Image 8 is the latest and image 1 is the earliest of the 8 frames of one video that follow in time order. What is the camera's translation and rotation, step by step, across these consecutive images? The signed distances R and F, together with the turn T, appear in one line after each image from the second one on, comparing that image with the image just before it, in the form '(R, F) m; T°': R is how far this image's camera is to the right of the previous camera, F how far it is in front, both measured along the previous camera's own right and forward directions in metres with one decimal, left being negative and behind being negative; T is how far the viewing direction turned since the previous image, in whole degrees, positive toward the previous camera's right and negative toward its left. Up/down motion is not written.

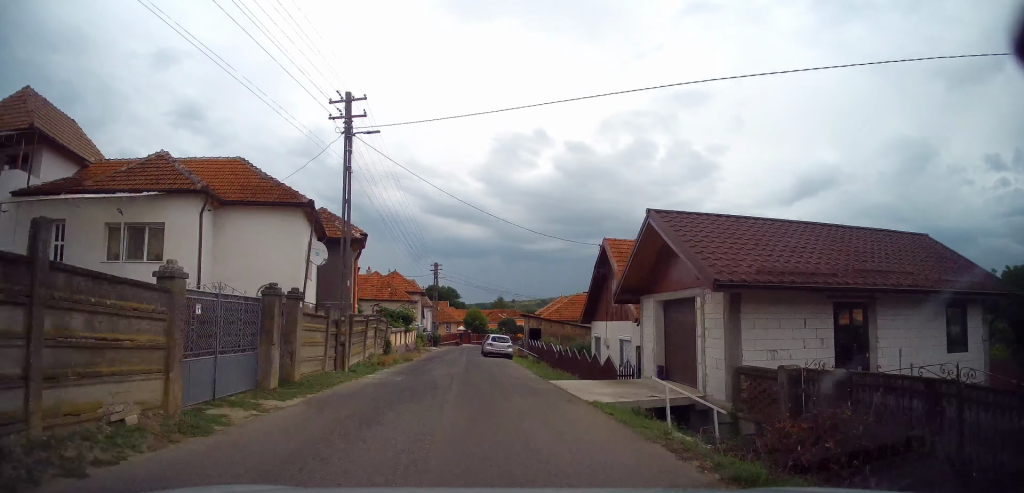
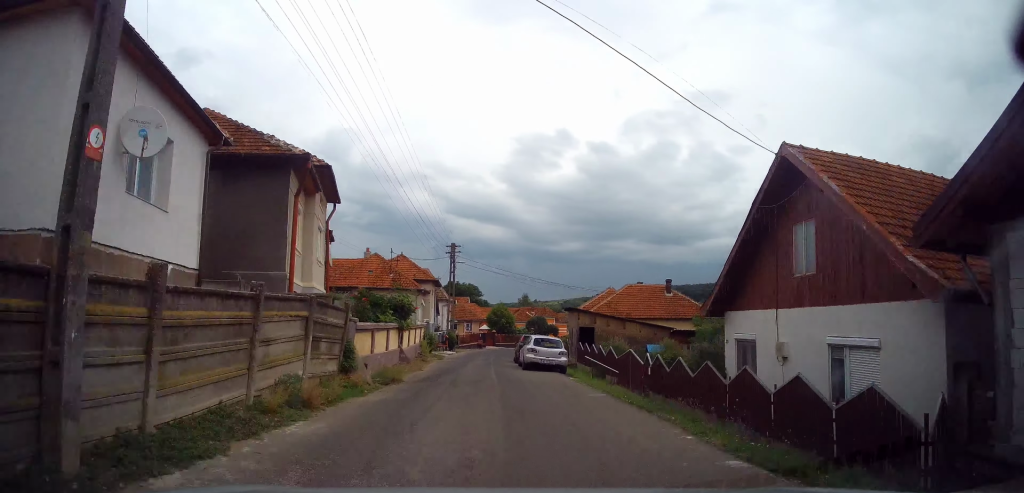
(-0.3, +11.5) m; 0°
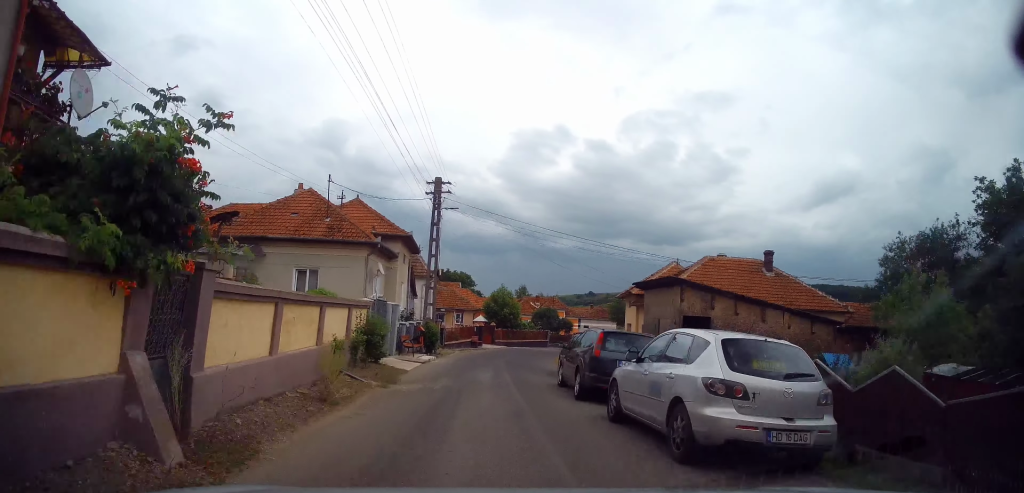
(+0.5, +15.7) m; +2°
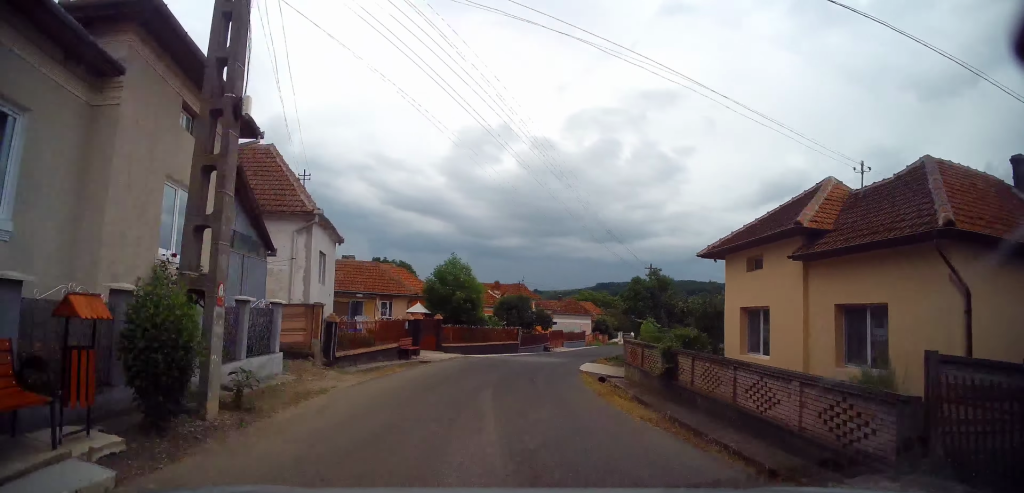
(-0.1, +16.5) m; +3°
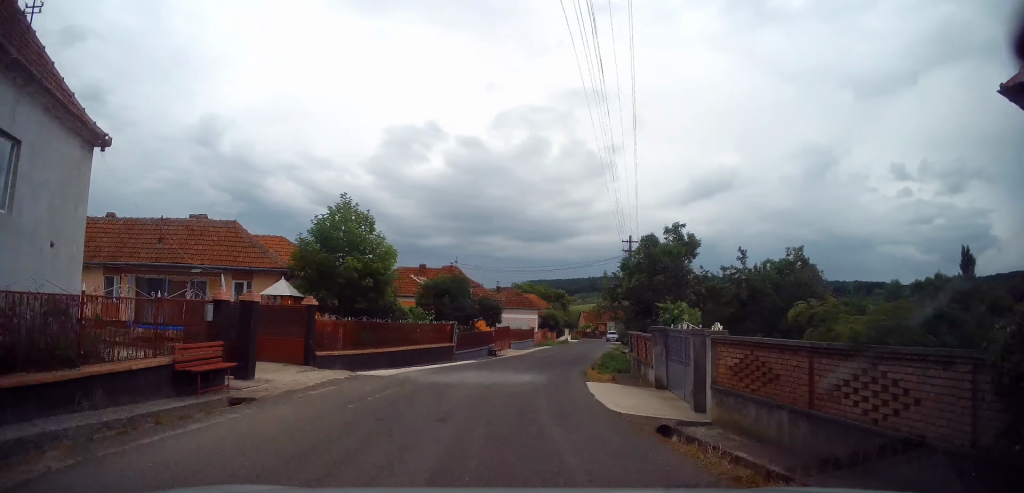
(+0.7, +9.7) m; +8°
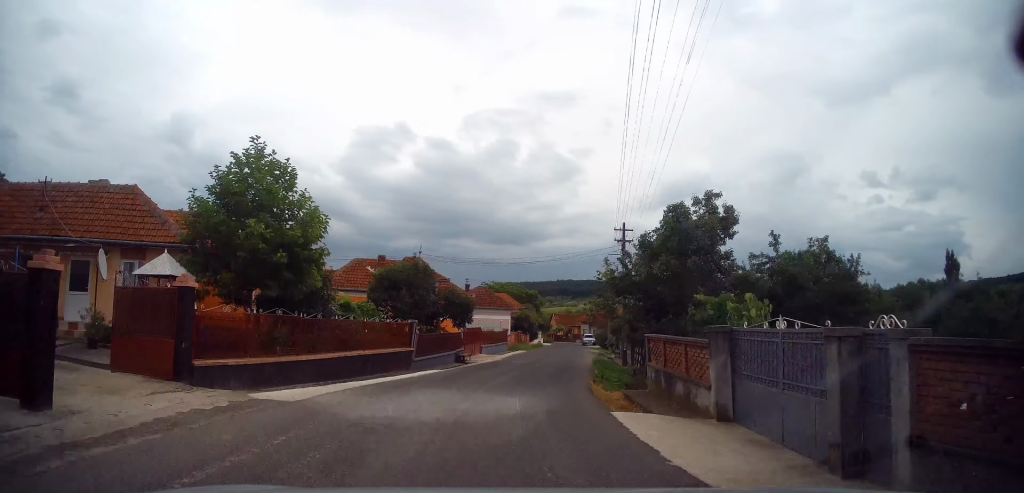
(+0.1, +3.9) m; +3°
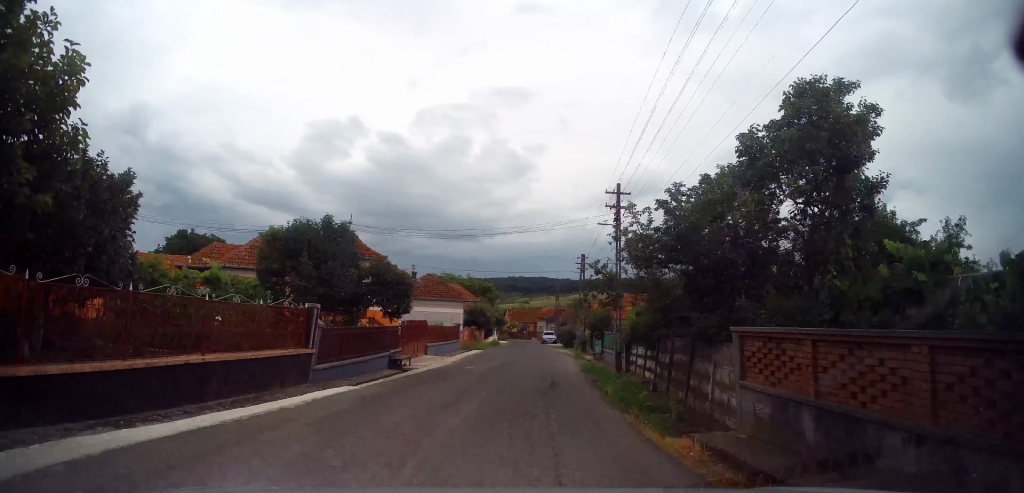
(+0.2, +5.6) m; +3°
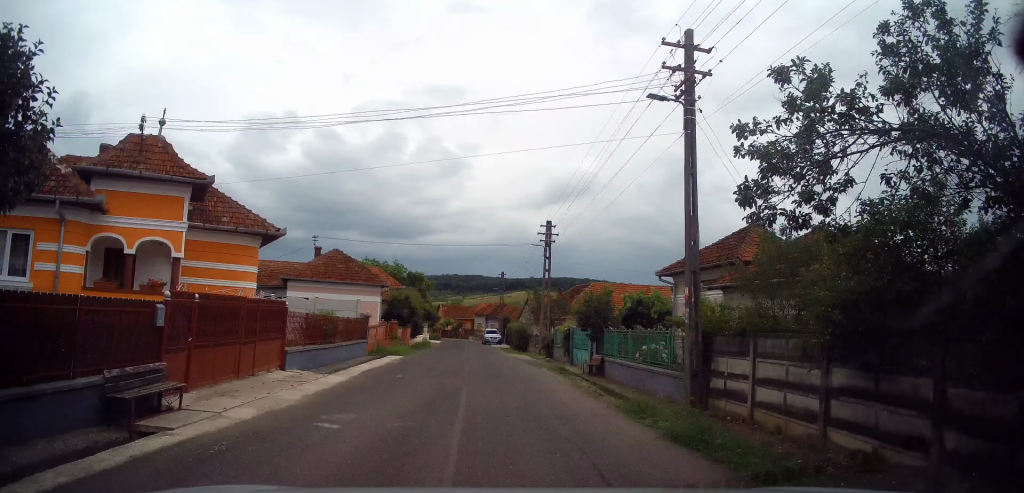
(+0.4, +10.8) m; +7°
